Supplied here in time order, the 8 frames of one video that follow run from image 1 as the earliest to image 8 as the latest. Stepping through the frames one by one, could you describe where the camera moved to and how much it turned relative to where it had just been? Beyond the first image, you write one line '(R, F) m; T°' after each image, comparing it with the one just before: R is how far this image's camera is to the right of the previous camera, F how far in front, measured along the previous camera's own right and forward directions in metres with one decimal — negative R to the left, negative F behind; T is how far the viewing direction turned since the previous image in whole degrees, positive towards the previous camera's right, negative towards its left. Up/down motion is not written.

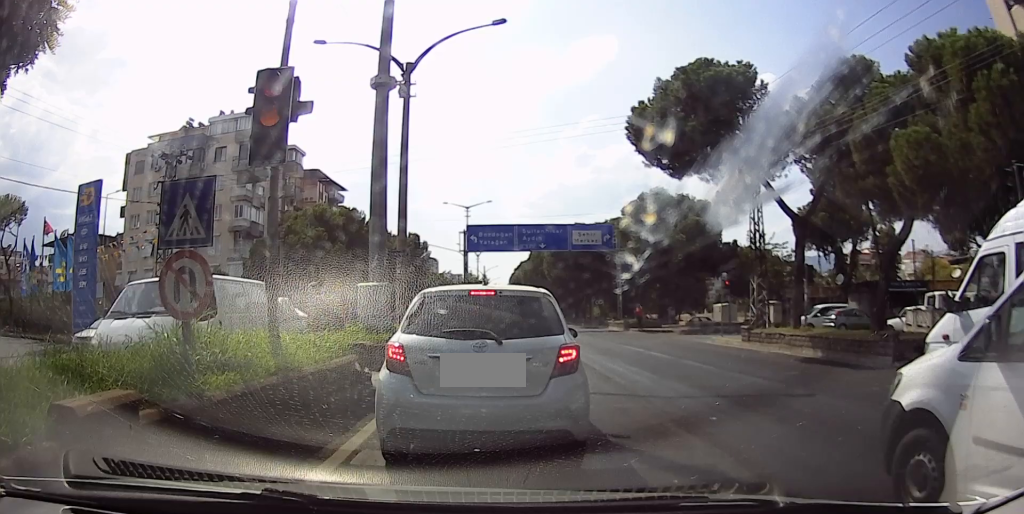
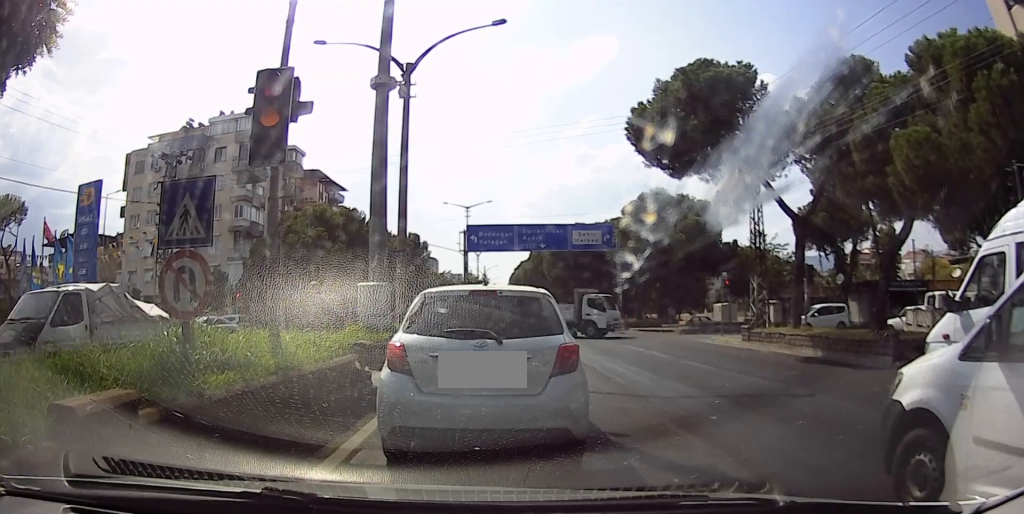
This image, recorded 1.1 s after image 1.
(0.0, 0.0) m; 0°
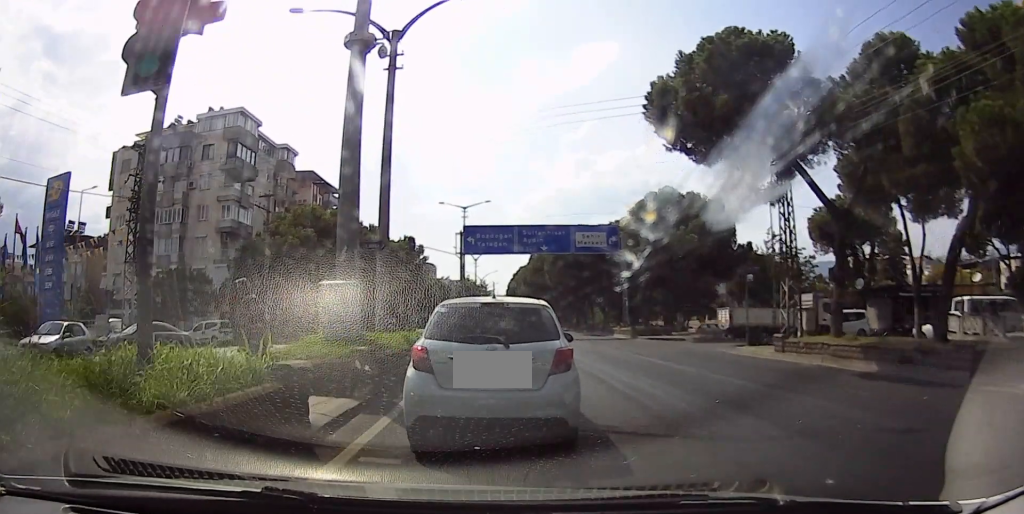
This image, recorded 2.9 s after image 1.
(0.0, +0.8) m; 0°
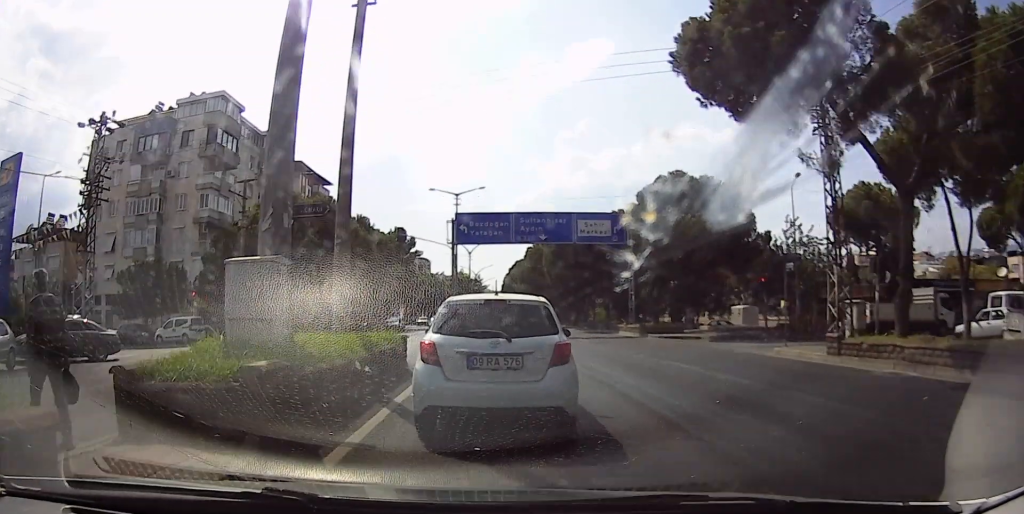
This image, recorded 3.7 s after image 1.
(0.0, +1.7) m; 0°
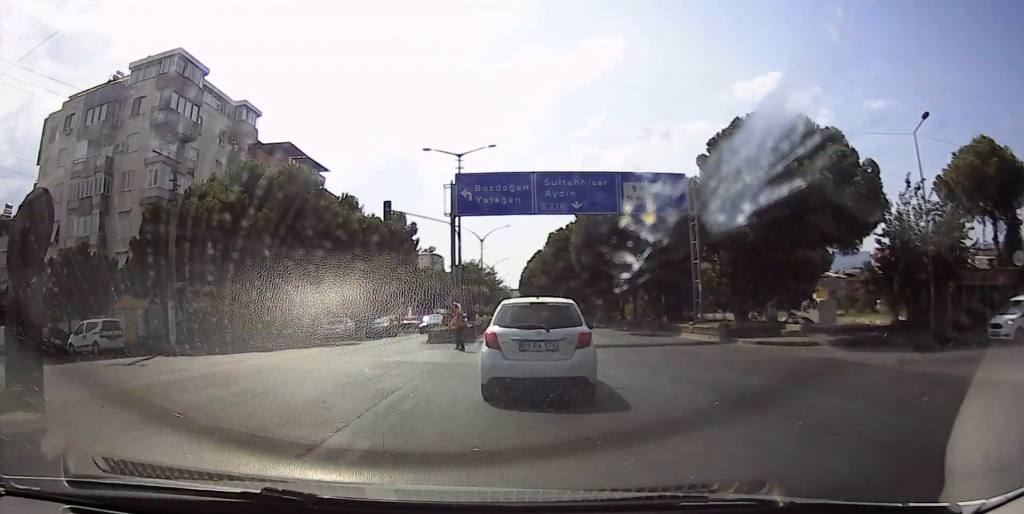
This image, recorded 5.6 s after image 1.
(-0.2, +8.0) m; -9°
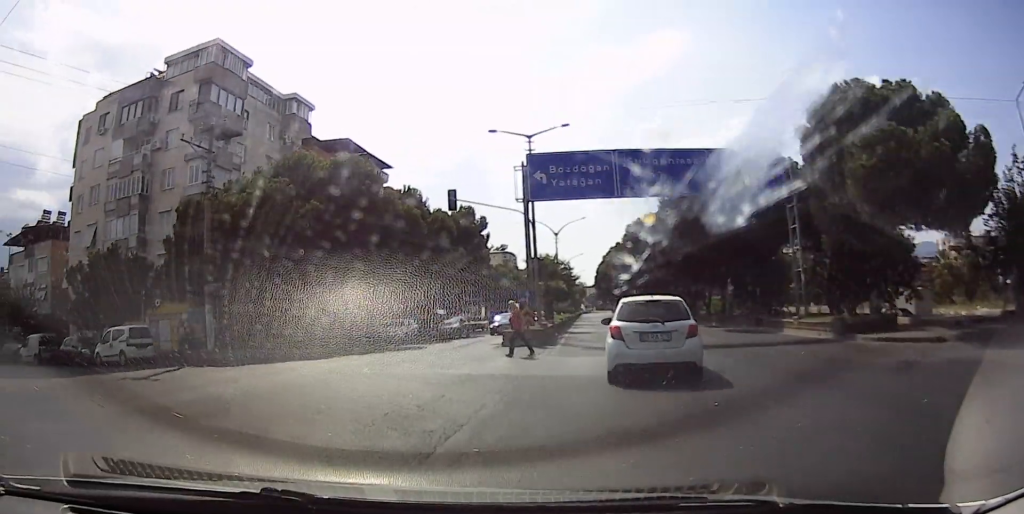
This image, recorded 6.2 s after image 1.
(-0.3, +3.1) m; -3°
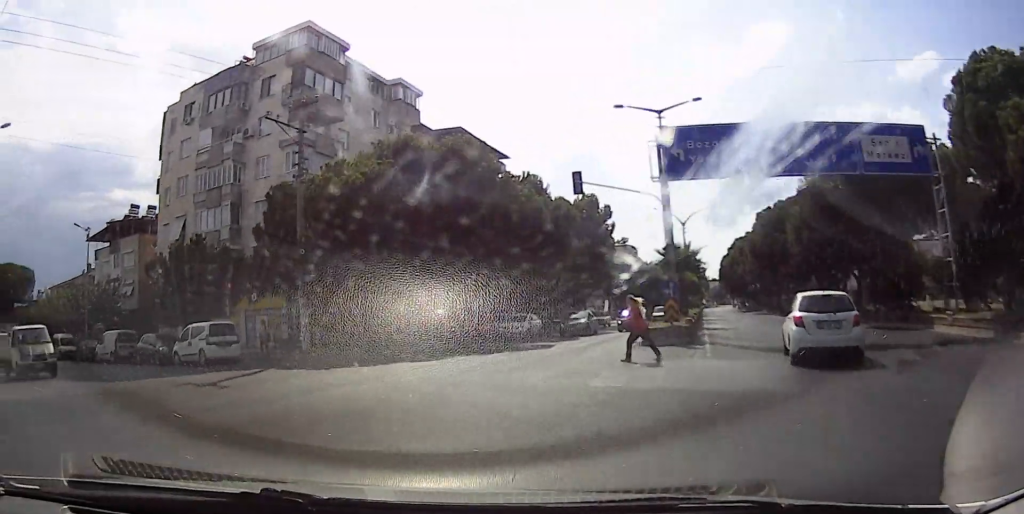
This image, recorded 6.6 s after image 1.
(-0.1, +2.7) m; -3°
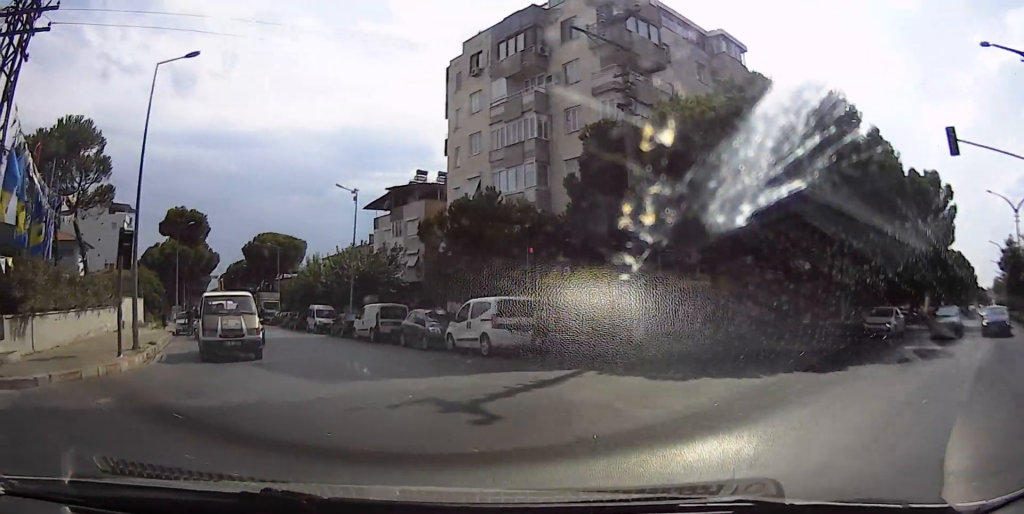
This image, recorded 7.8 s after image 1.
(-0.5, +6.5) m; -20°
